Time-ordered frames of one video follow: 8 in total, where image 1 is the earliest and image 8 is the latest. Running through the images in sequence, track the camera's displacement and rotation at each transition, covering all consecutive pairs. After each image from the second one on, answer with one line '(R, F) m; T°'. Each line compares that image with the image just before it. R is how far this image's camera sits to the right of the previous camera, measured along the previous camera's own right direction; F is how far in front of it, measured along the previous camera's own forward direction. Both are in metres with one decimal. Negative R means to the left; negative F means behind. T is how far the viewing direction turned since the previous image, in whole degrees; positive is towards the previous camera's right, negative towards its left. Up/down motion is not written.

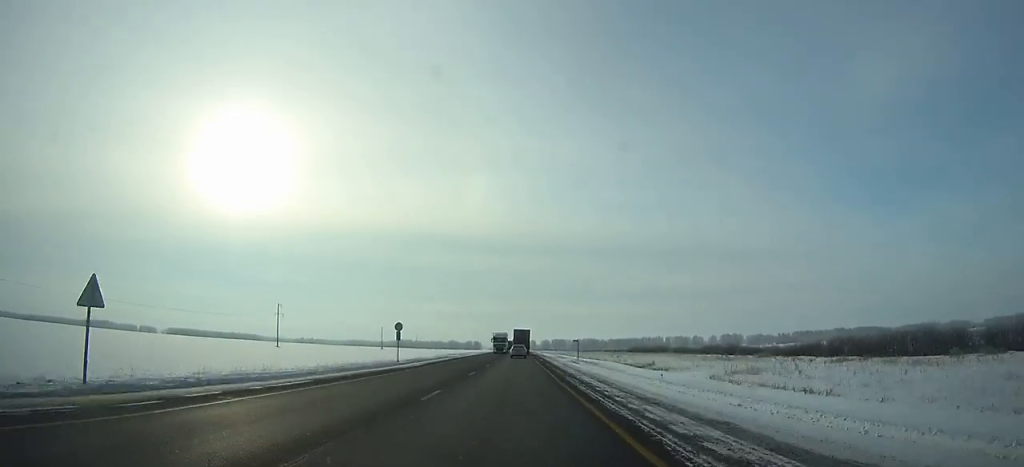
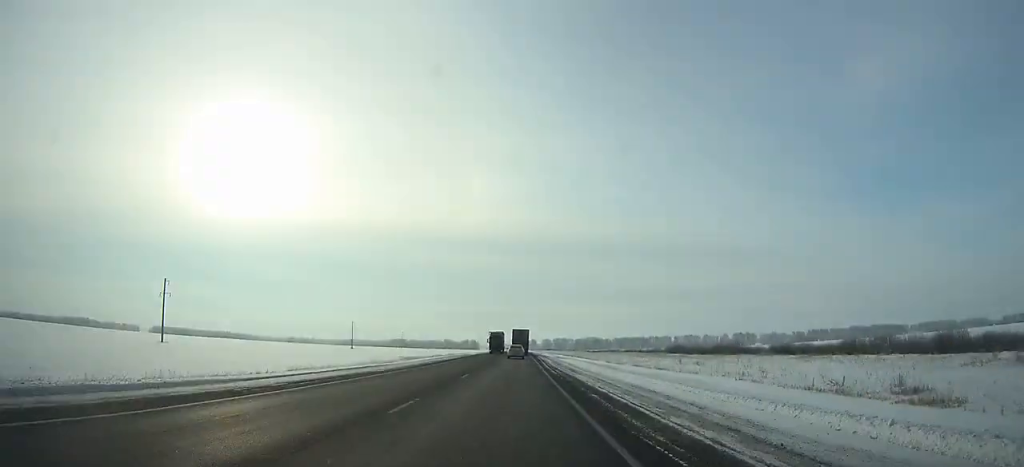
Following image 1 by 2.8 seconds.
(-0.1, +62.0) m; 0°
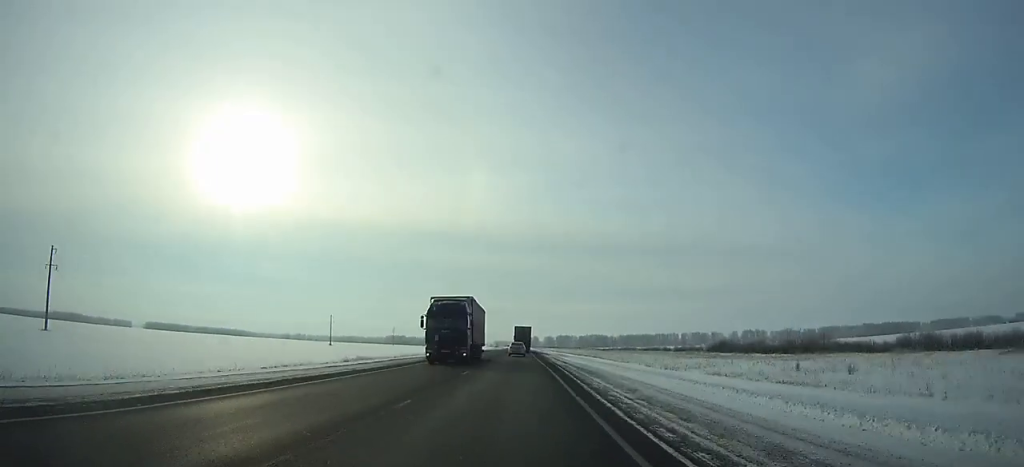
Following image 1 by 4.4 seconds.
(-0.1, +35.4) m; 0°
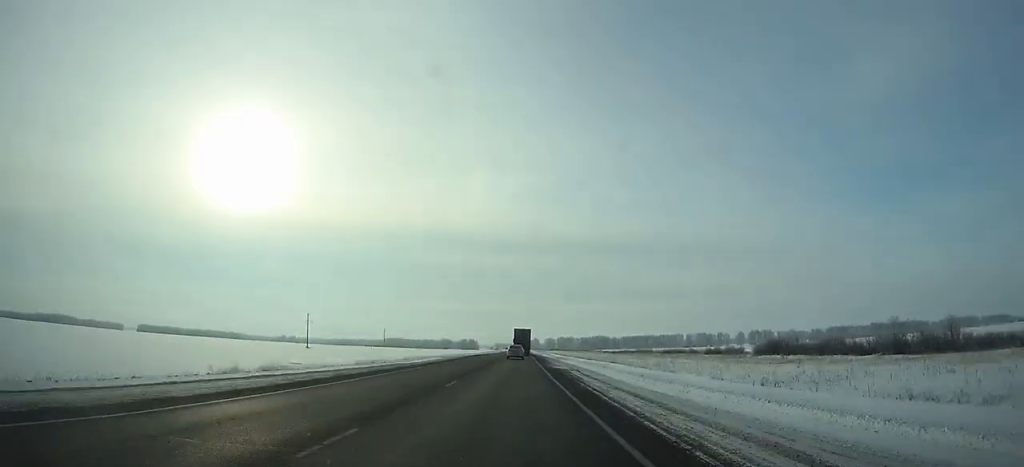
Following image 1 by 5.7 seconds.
(0.0, +28.6) m; 0°
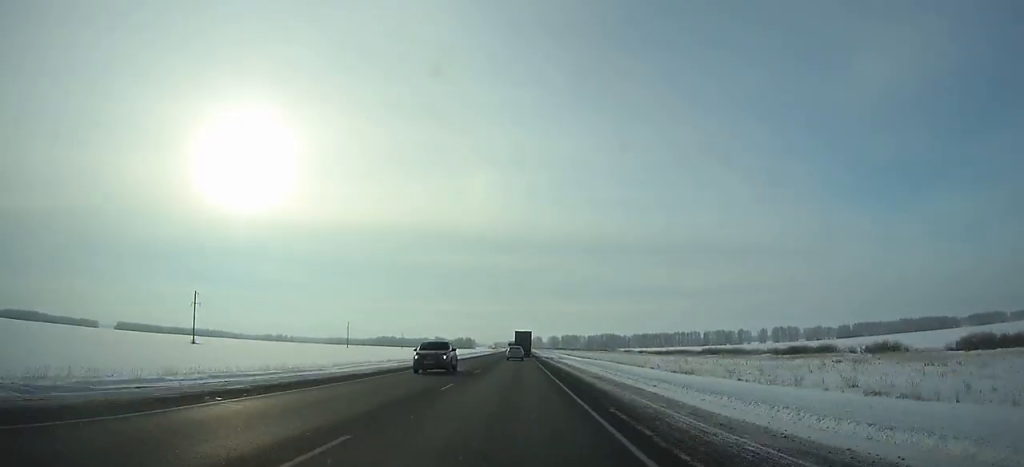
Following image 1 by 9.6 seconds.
(-0.1, +85.3) m; 0°
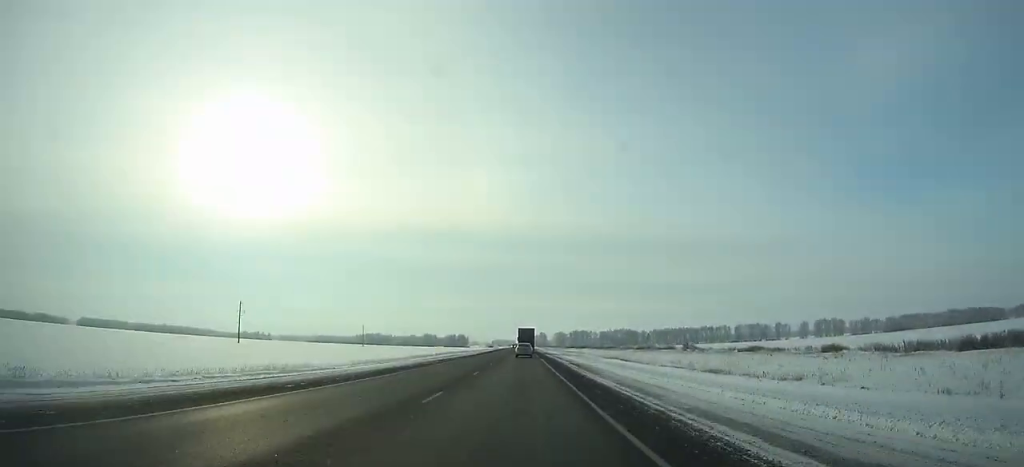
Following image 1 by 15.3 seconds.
(+0.6, +124.6) m; 0°
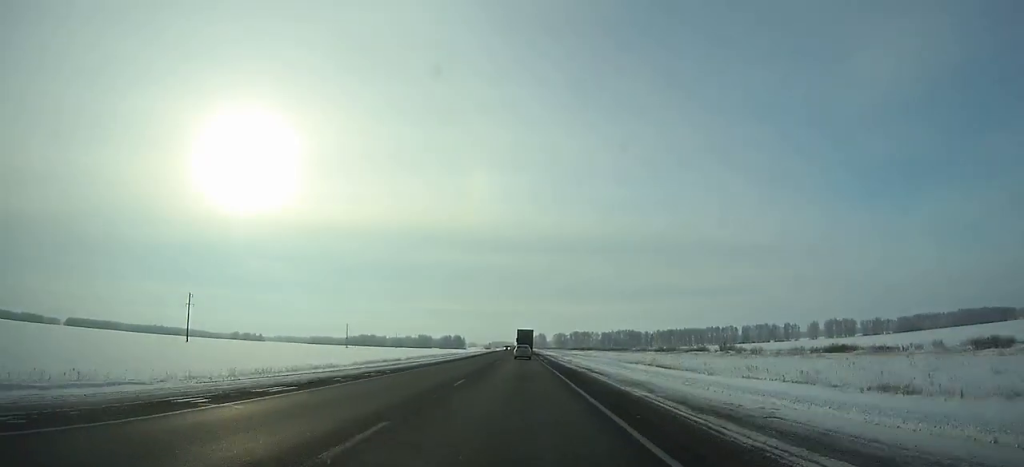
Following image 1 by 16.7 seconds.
(+0.1, +30.7) m; 0°
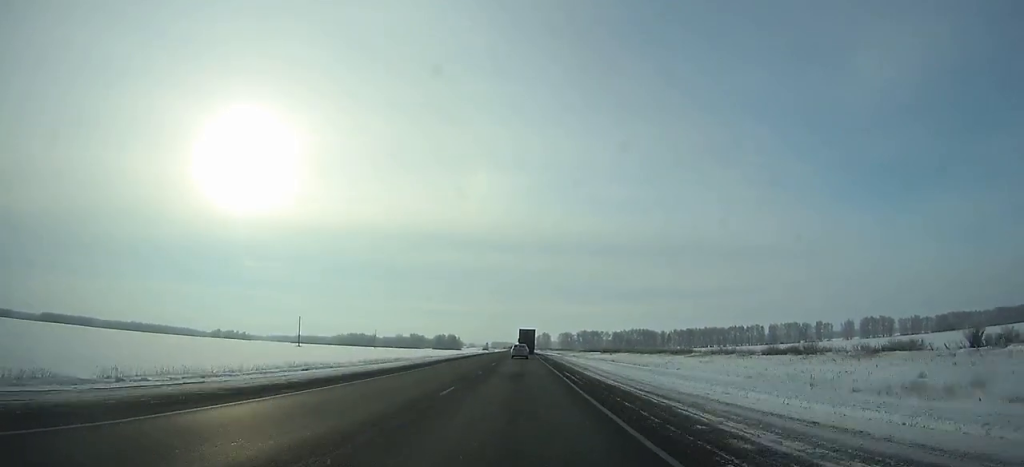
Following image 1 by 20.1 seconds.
(-0.1, +75.1) m; 0°
